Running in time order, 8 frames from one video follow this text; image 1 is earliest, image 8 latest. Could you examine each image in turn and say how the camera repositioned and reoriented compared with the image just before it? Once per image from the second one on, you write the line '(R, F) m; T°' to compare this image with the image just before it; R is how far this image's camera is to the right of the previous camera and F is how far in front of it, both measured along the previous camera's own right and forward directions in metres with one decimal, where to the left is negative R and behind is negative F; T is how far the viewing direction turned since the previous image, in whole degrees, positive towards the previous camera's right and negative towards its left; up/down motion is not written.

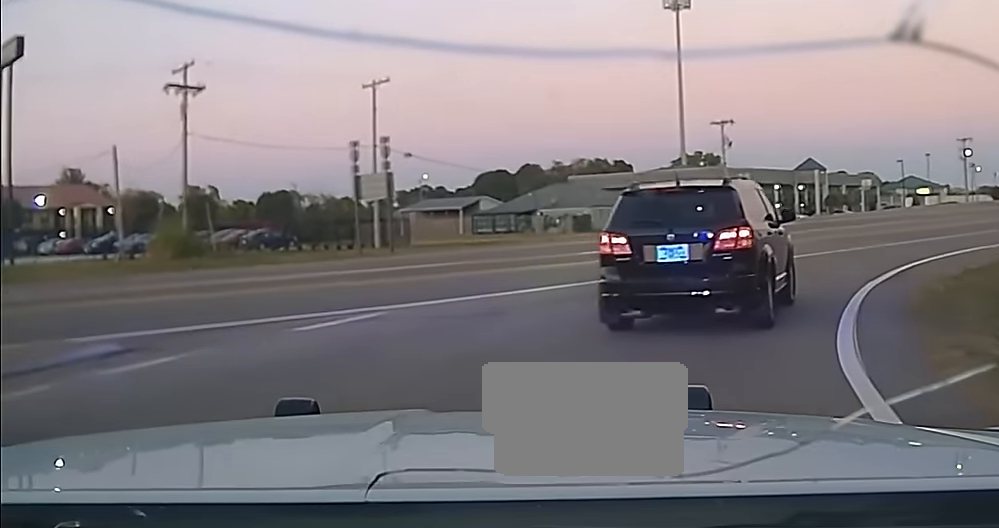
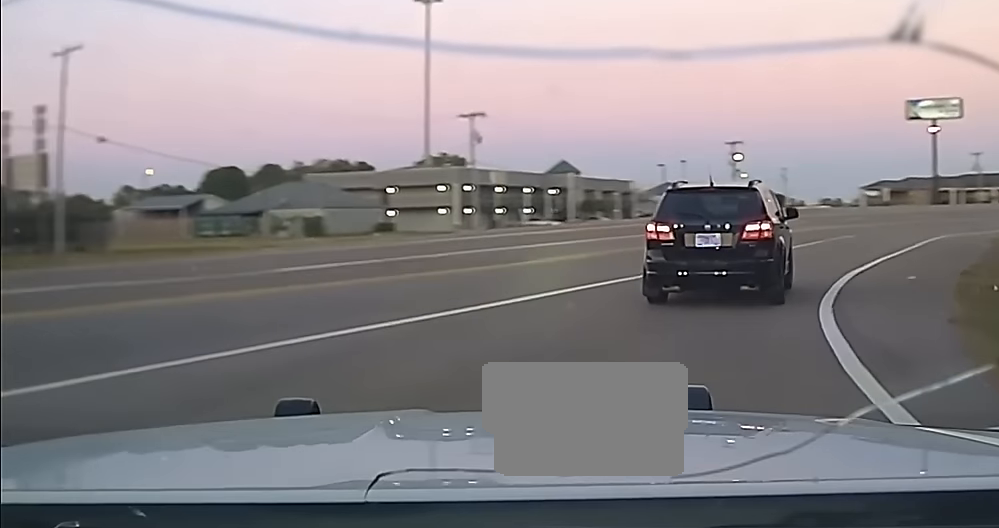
(+1.5, +14.8) m; +16°
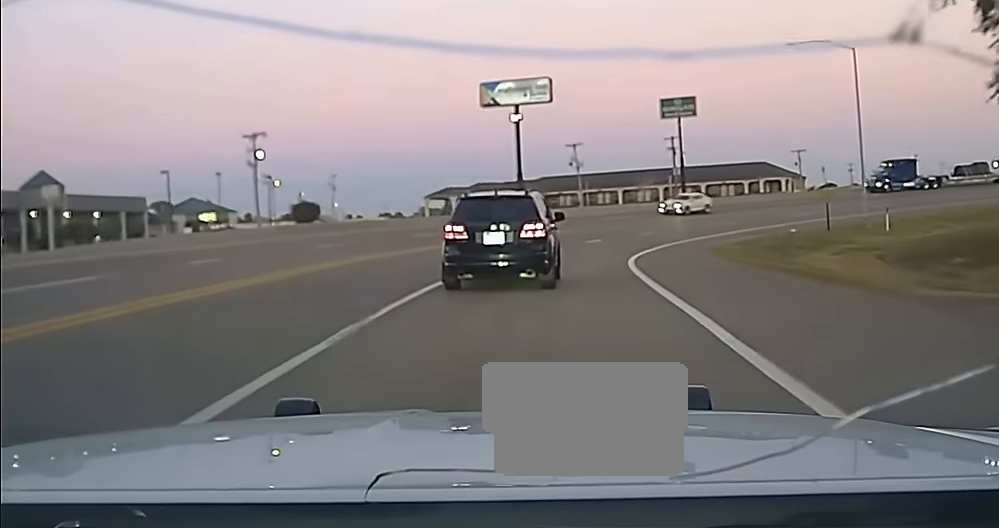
(+4.1, +25.9) m; +13°
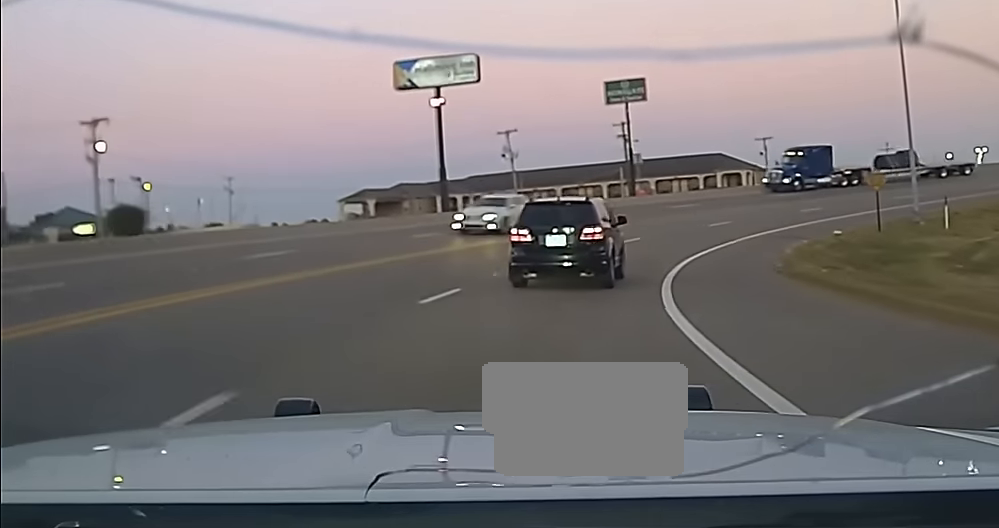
(+1.1, +27.3) m; +6°
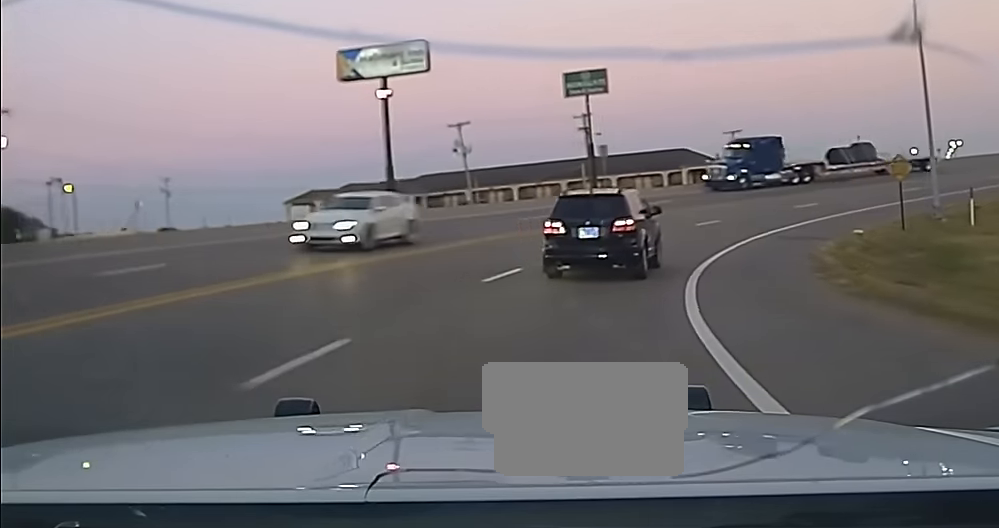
(-0.3, +10.1) m; +3°
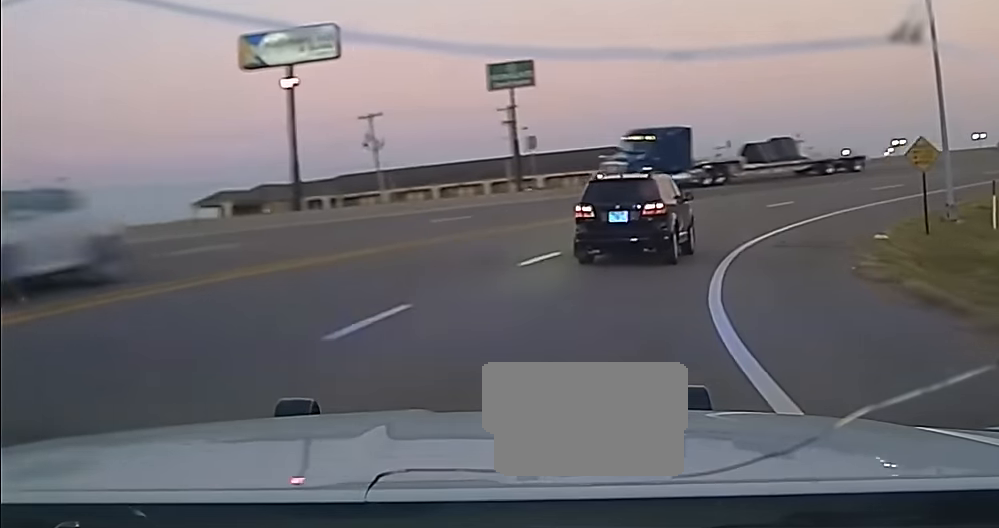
(+1.0, +11.6) m; +4°
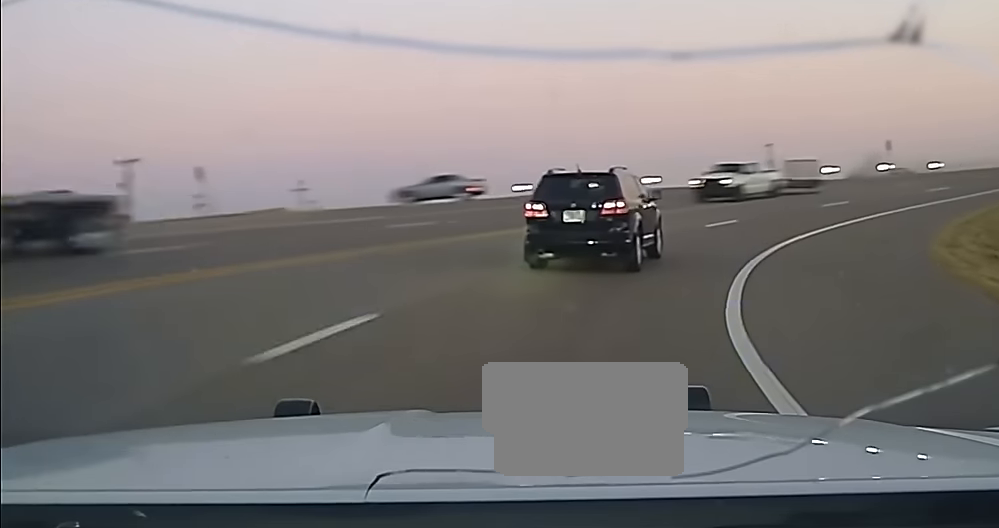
(+1.4, +21.3) m; +15°
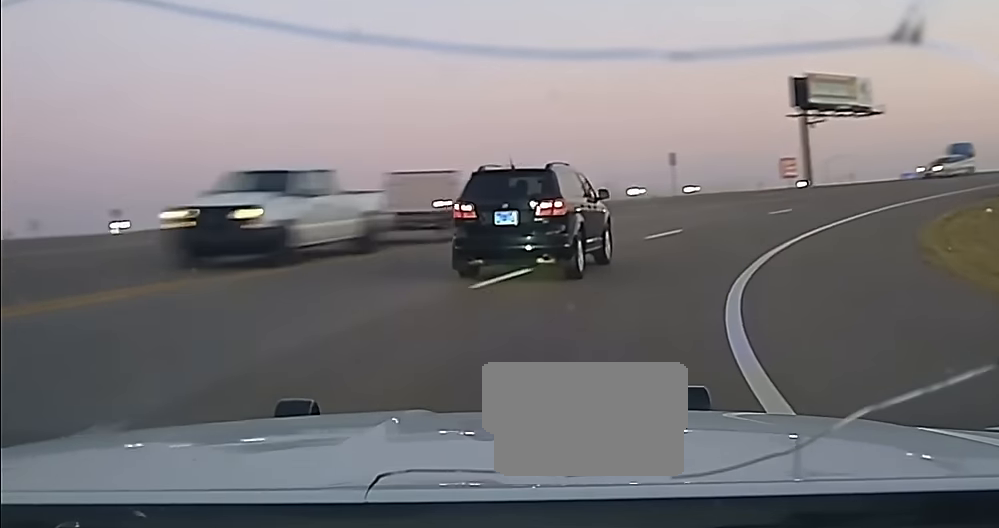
(+2.8, +20.0) m; +28°
